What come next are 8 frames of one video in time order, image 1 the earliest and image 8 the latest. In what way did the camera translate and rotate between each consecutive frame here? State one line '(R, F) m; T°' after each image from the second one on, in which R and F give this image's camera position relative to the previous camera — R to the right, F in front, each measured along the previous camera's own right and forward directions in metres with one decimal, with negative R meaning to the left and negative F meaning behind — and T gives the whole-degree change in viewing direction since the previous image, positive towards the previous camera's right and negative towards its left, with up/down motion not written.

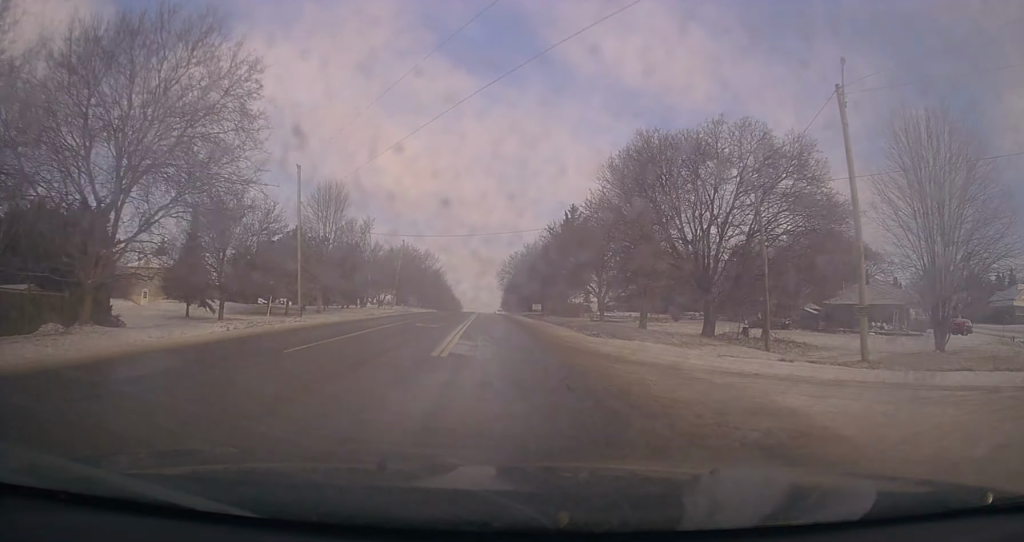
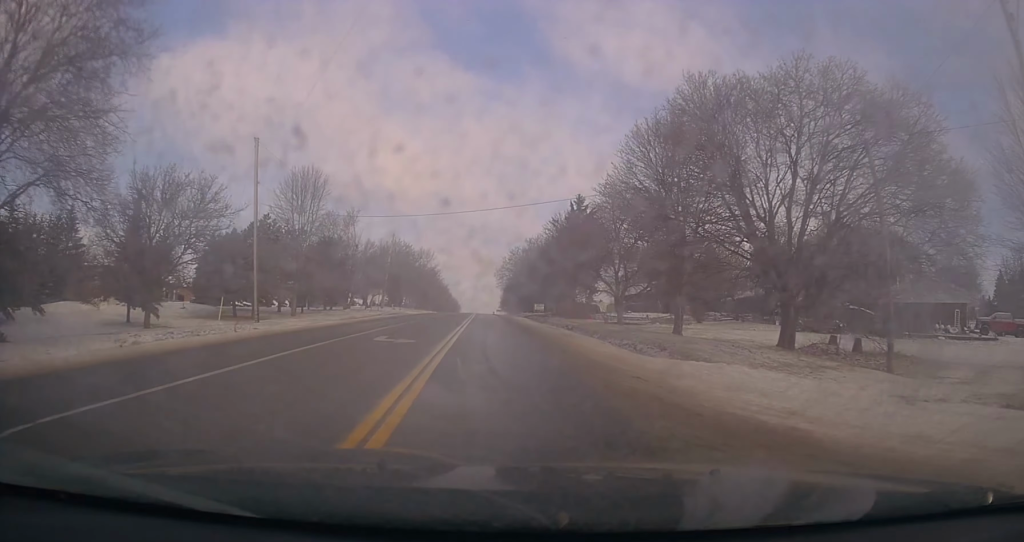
(-0.1, +9.5) m; 0°
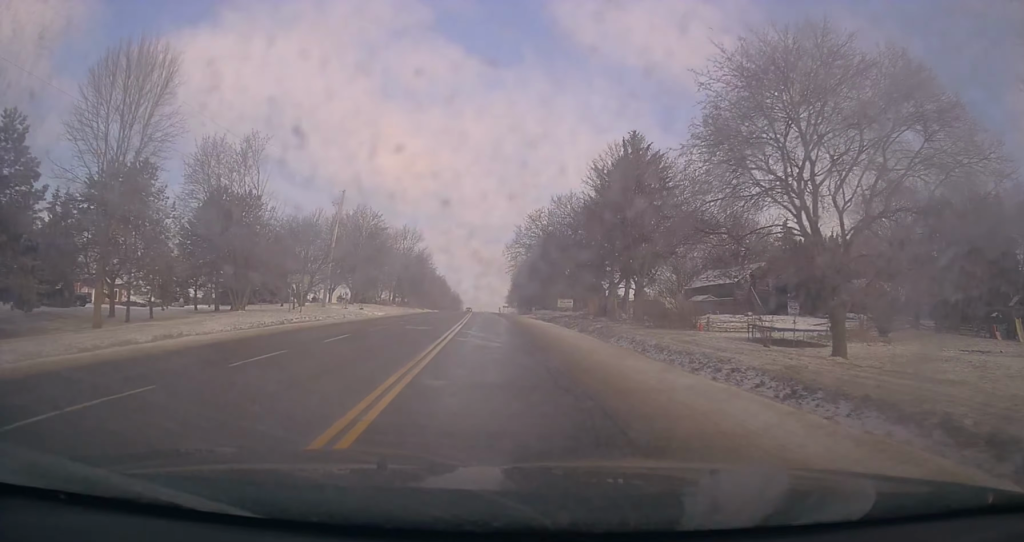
(-0.2, +35.6) m; -2°
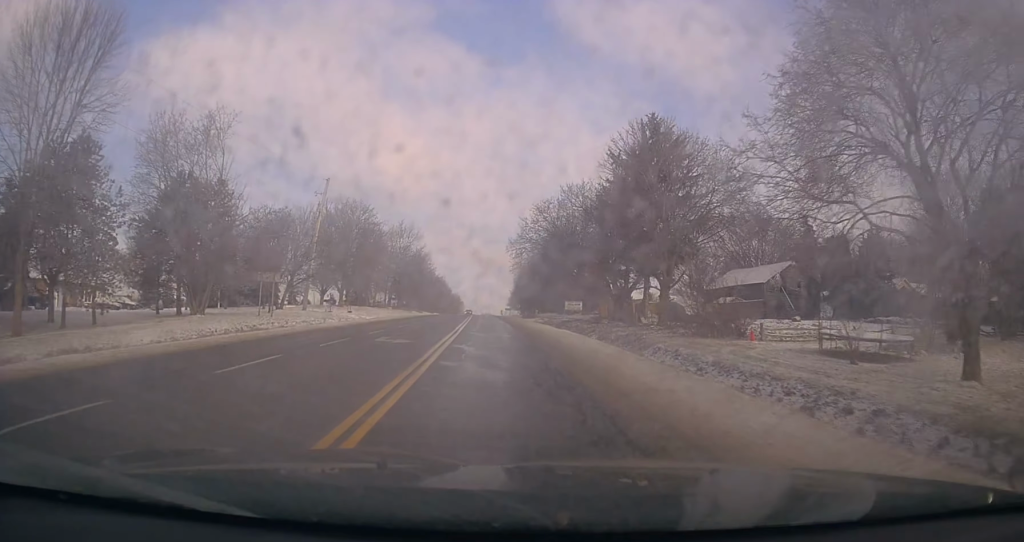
(0.0, +7.4) m; 0°
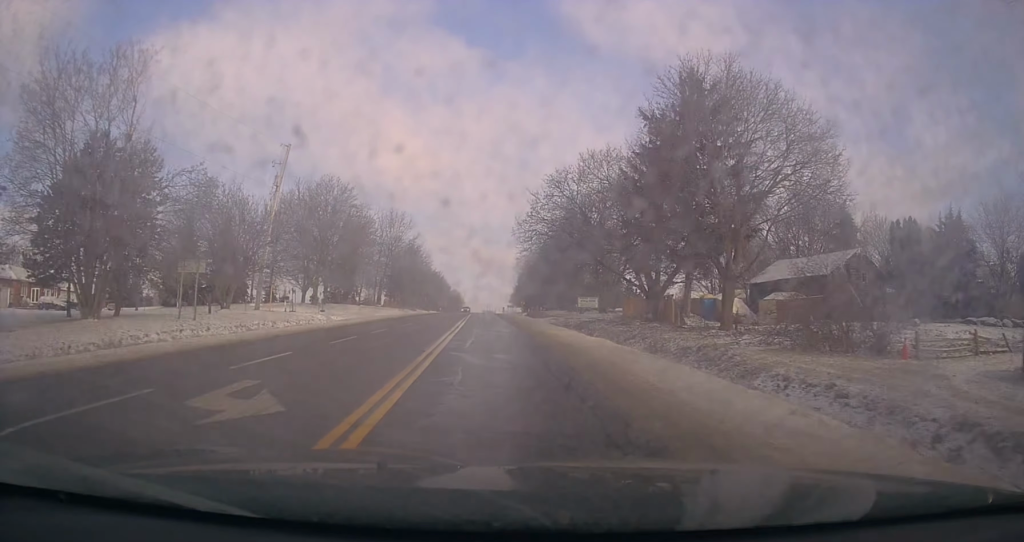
(0.0, +11.4) m; 0°
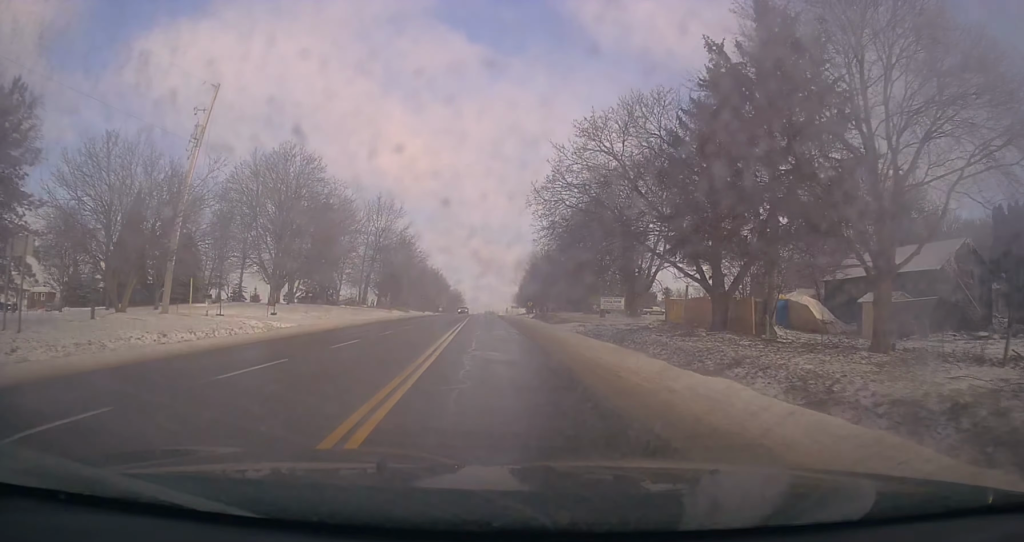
(0.0, +12.7) m; 0°
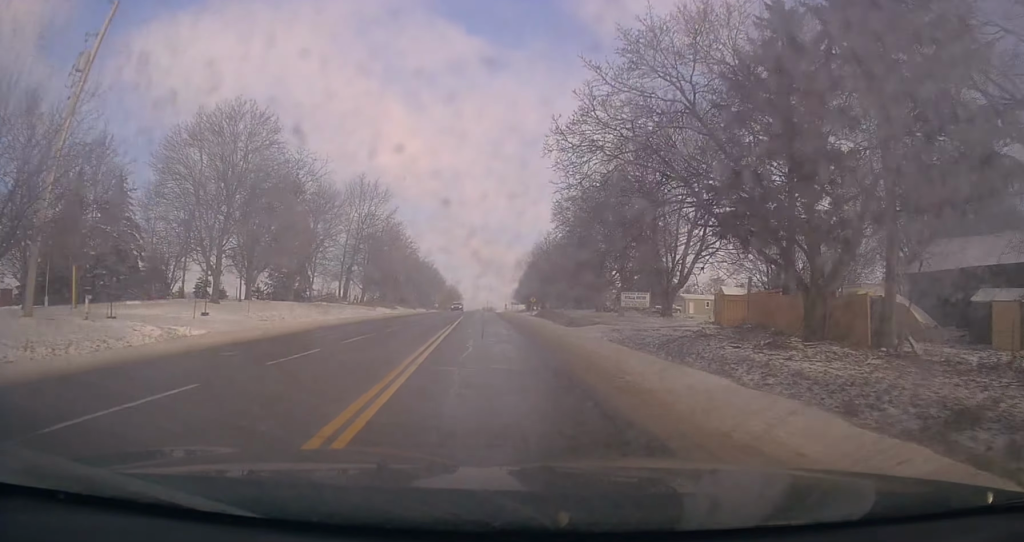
(-0.1, +10.1) m; 0°
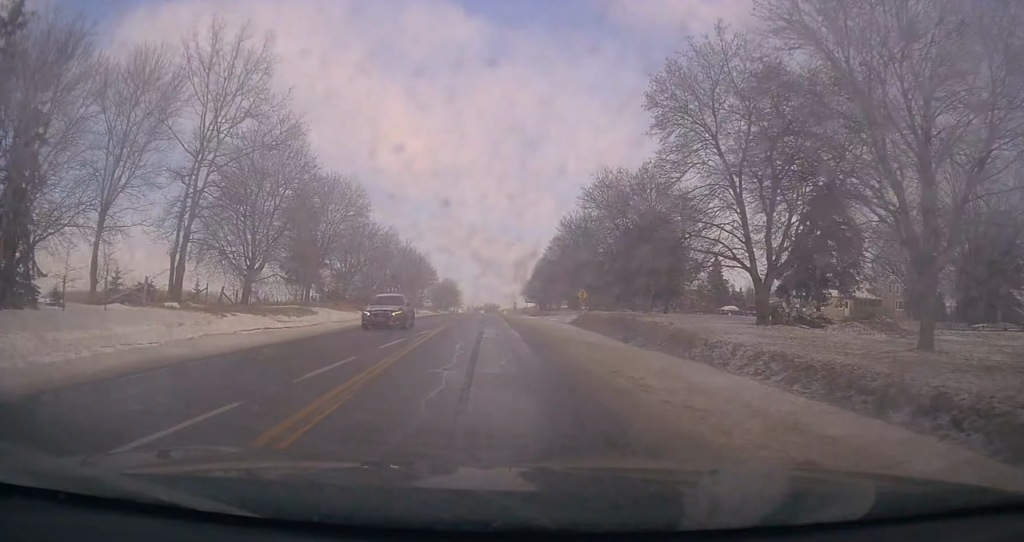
(+0.9, +41.2) m; +1°
